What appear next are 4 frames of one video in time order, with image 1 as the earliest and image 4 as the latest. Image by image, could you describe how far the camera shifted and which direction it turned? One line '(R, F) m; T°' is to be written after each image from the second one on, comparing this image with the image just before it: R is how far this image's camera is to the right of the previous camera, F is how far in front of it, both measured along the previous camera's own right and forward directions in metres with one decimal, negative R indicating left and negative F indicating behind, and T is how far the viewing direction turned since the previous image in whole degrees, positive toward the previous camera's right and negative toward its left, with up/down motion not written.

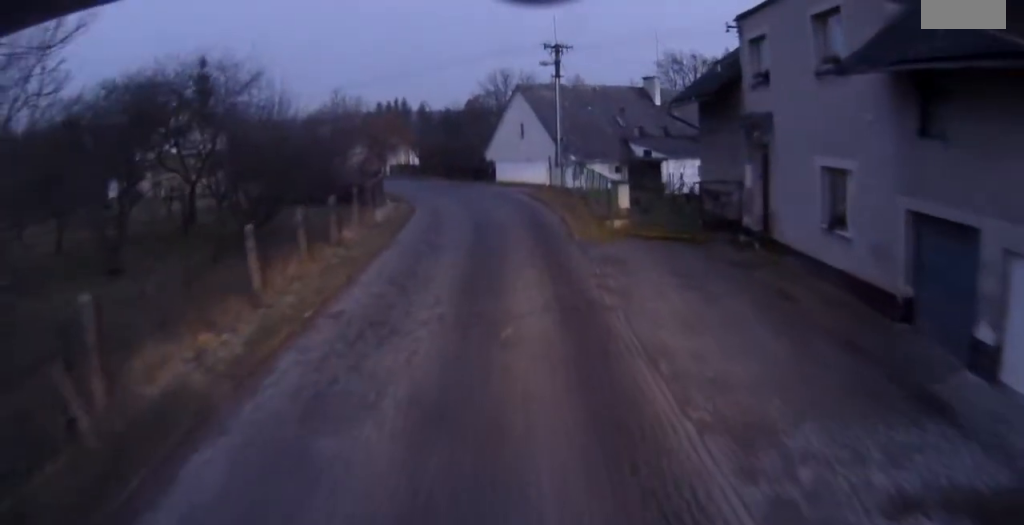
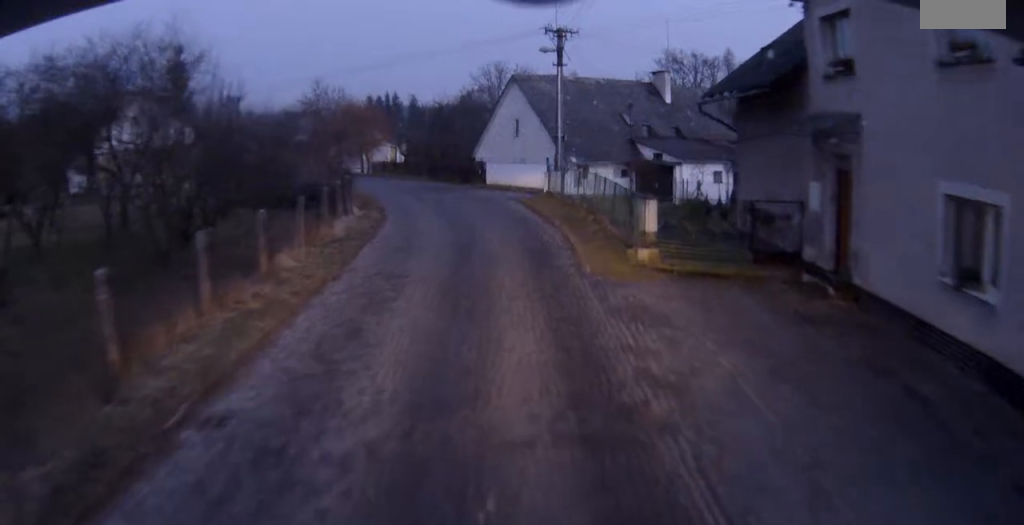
(-0.1, +4.8) m; -2°
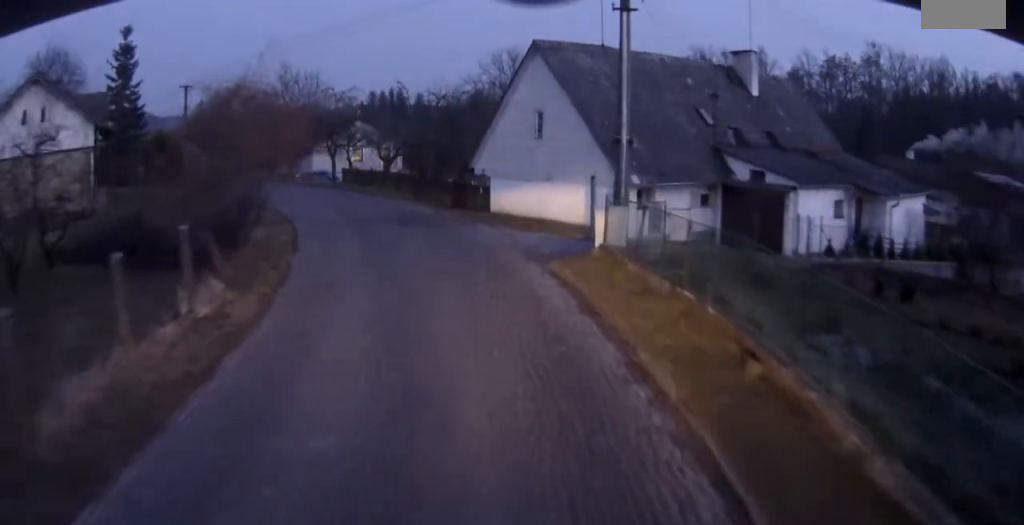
(-0.8, +14.0) m; -6°
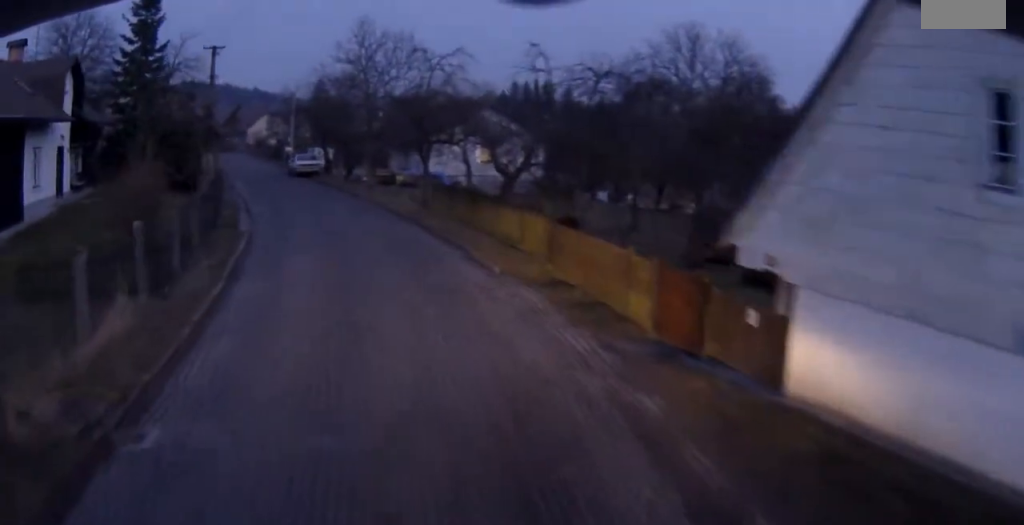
(-1.1, +19.3) m; -10°
